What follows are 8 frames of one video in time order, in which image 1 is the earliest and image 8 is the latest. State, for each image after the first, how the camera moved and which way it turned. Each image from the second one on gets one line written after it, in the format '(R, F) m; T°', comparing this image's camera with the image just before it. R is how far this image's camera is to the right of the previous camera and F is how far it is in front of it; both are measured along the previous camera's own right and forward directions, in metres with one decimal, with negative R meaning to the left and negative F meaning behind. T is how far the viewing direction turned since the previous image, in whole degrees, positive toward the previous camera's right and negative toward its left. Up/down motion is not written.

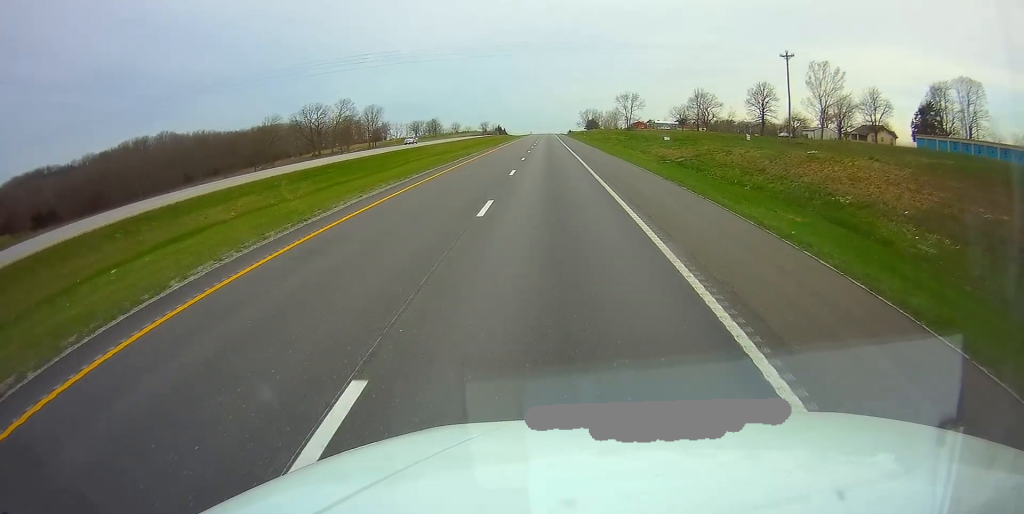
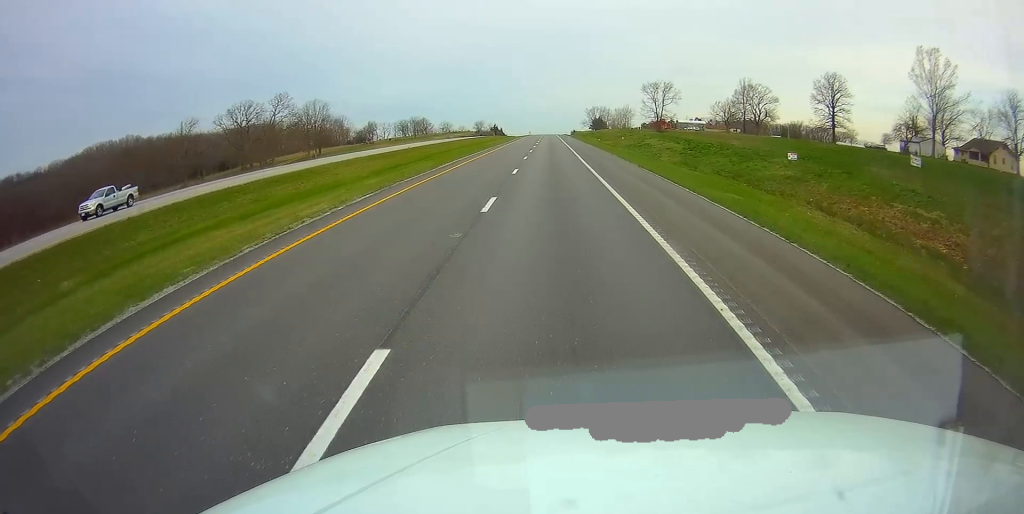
(-0.3, +47.7) m; 0°
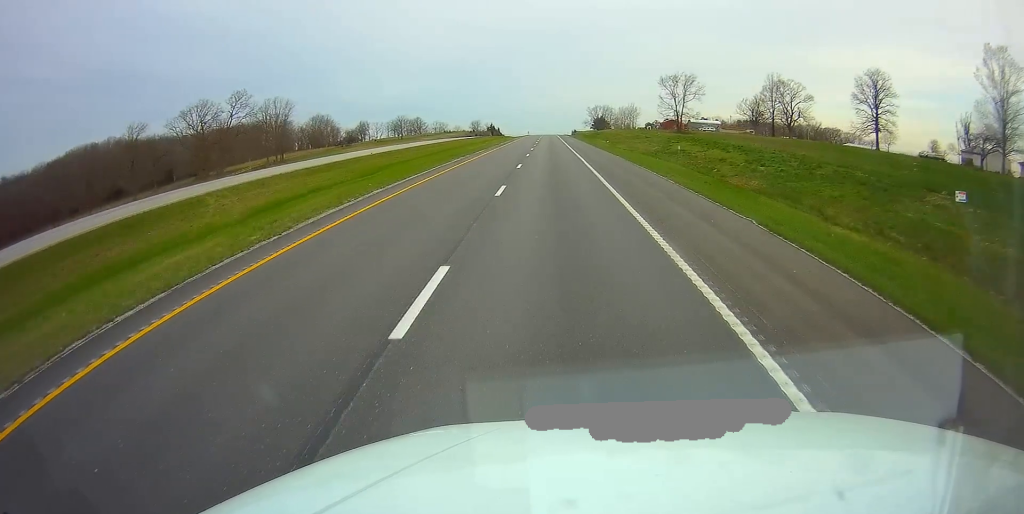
(+0.1, +20.7) m; 0°
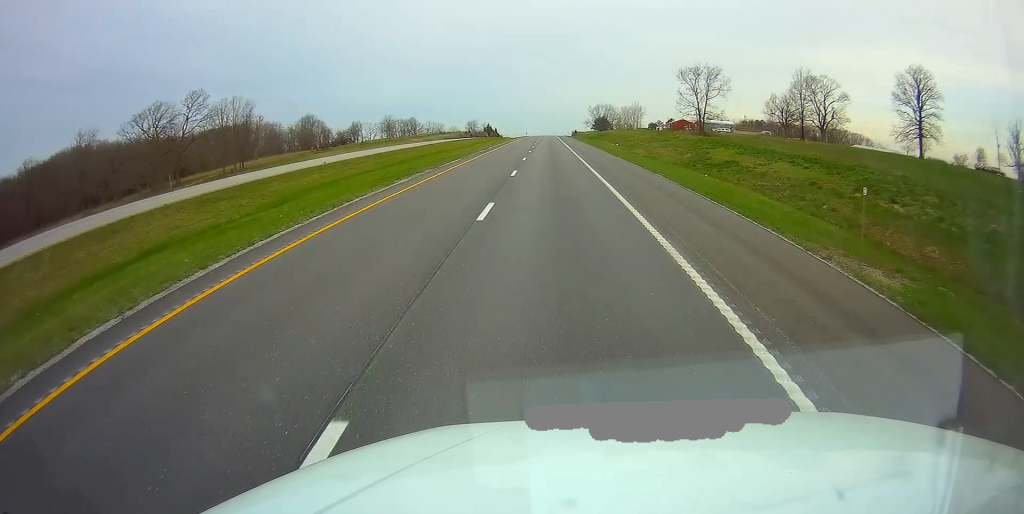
(0.0, +16.7) m; 0°
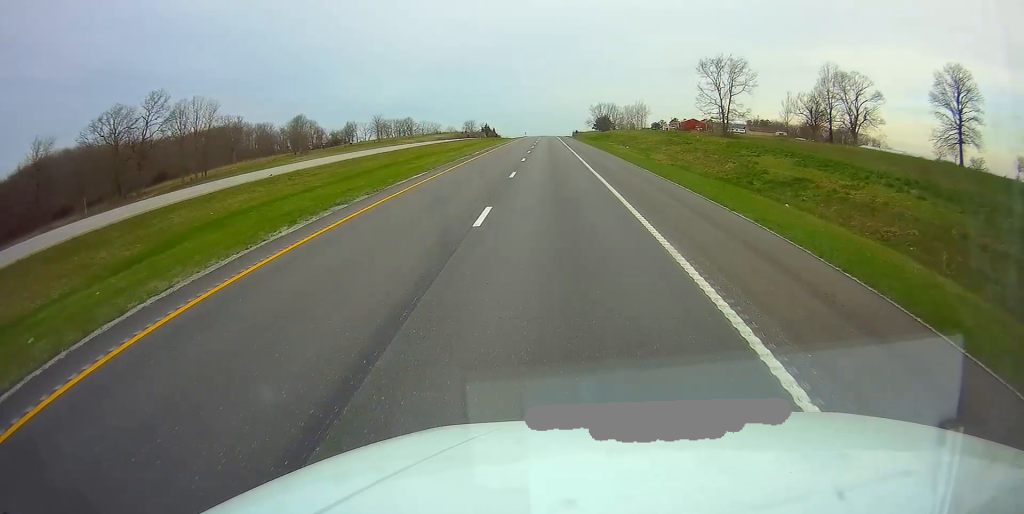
(0.0, +12.8) m; 0°
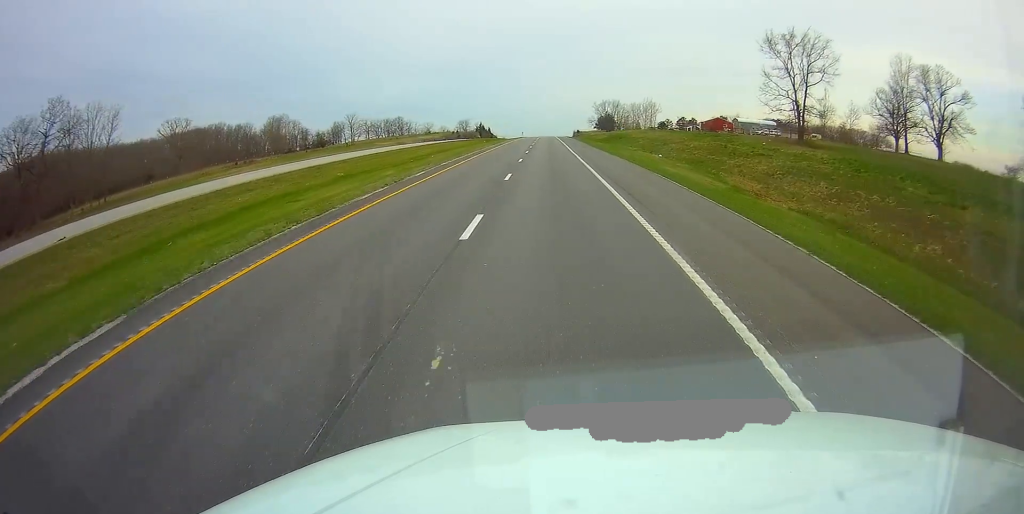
(+0.1, +25.5) m; 0°
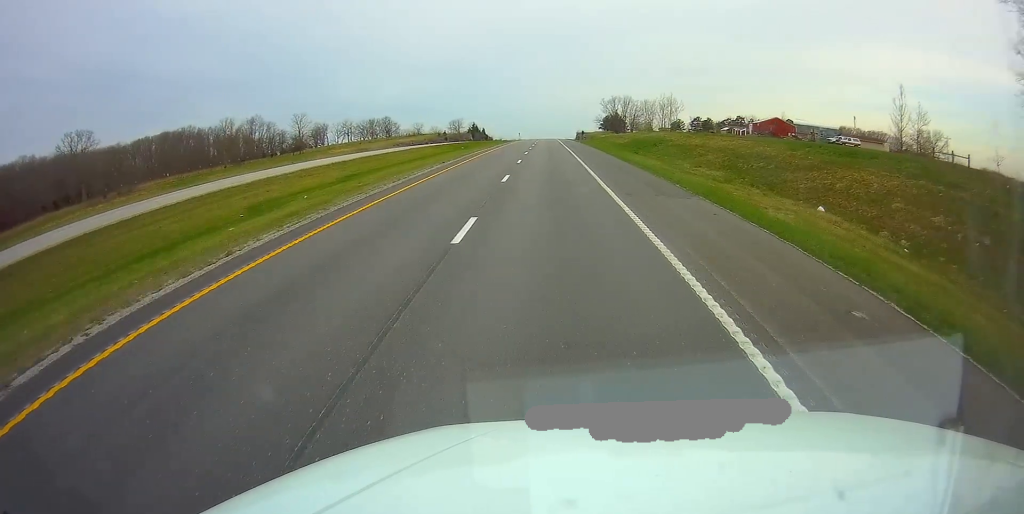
(0.0, +36.2) m; 0°
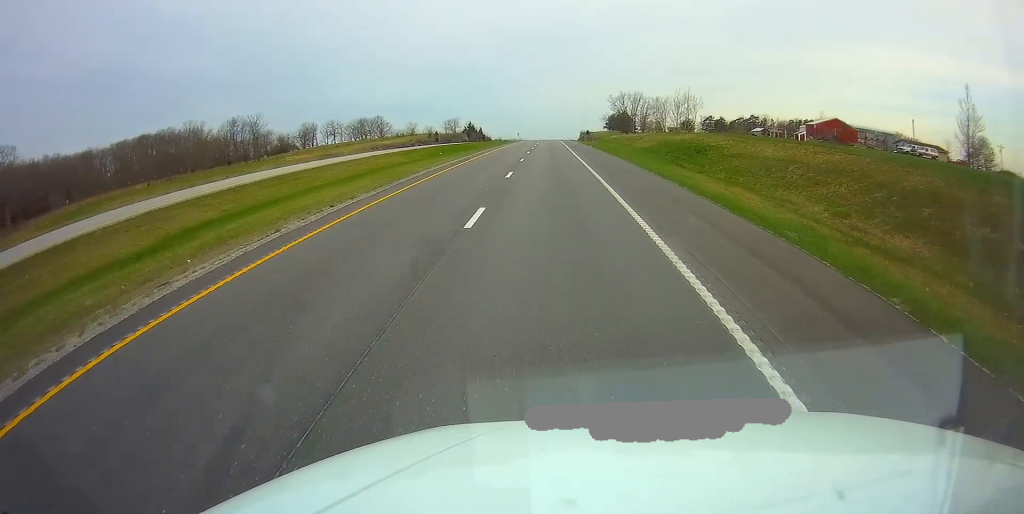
(-0.1, +22.5) m; 0°
